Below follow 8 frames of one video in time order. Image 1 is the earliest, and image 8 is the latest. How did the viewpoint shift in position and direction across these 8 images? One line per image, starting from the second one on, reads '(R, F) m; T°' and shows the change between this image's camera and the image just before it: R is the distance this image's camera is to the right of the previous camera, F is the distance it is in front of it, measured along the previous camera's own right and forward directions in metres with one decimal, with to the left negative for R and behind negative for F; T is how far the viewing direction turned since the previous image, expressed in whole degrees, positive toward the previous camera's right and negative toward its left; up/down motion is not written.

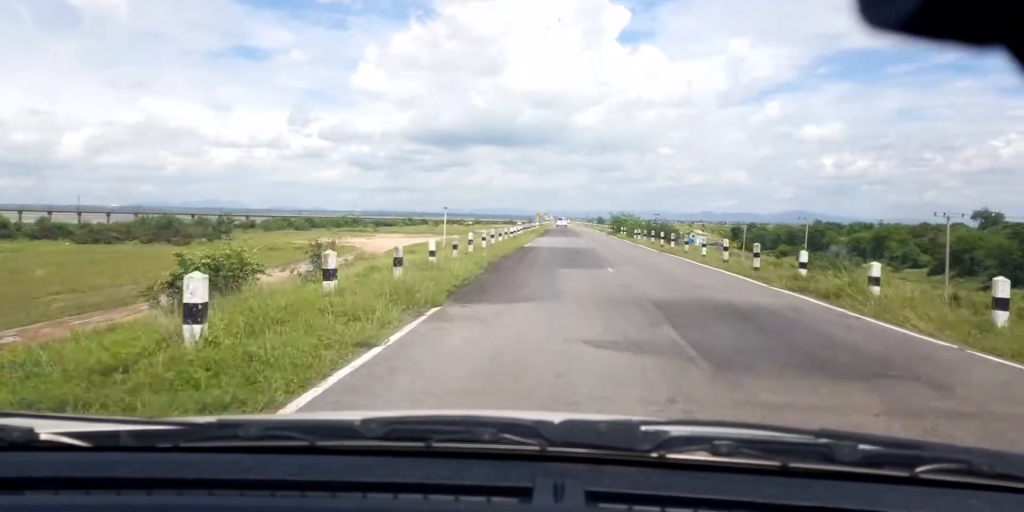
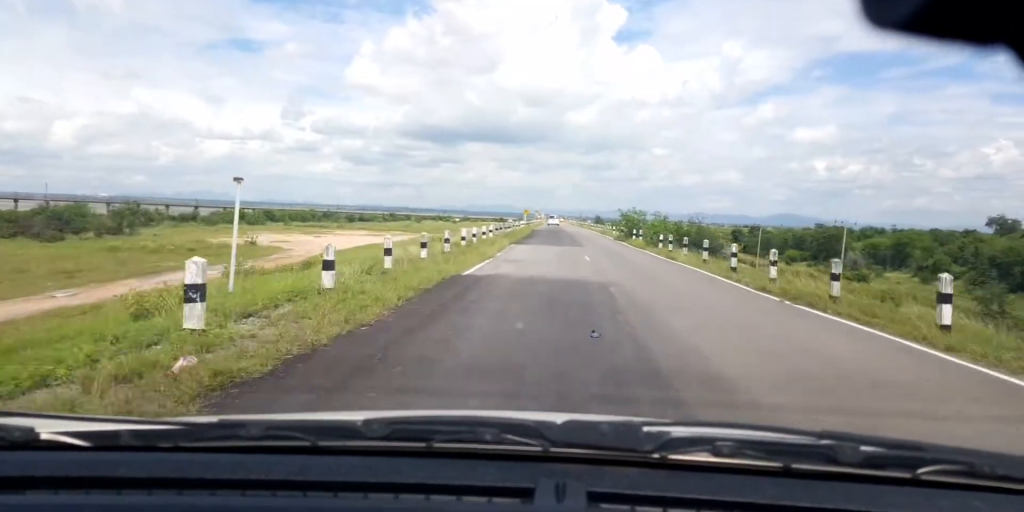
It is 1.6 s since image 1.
(-0.3, +19.9) m; +1°
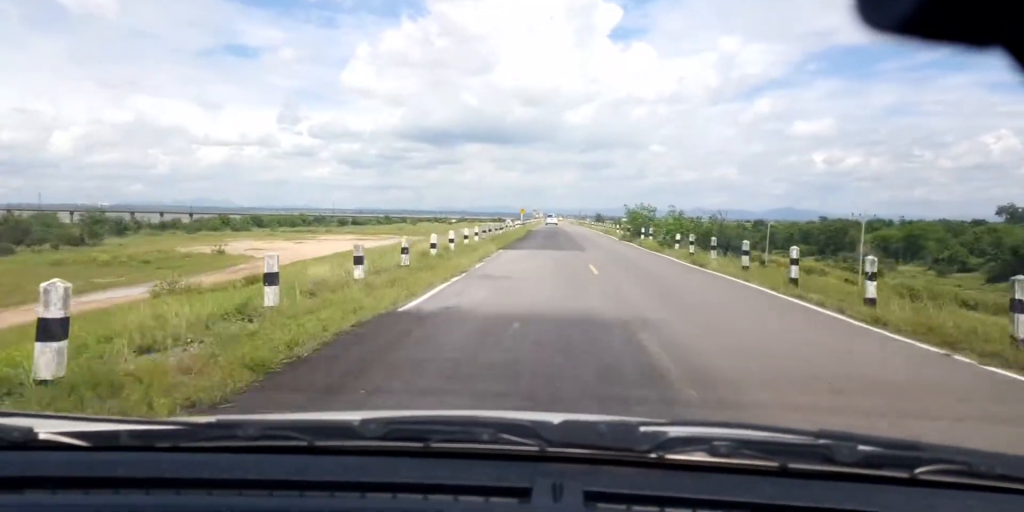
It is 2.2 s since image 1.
(+0.1, +6.5) m; +1°
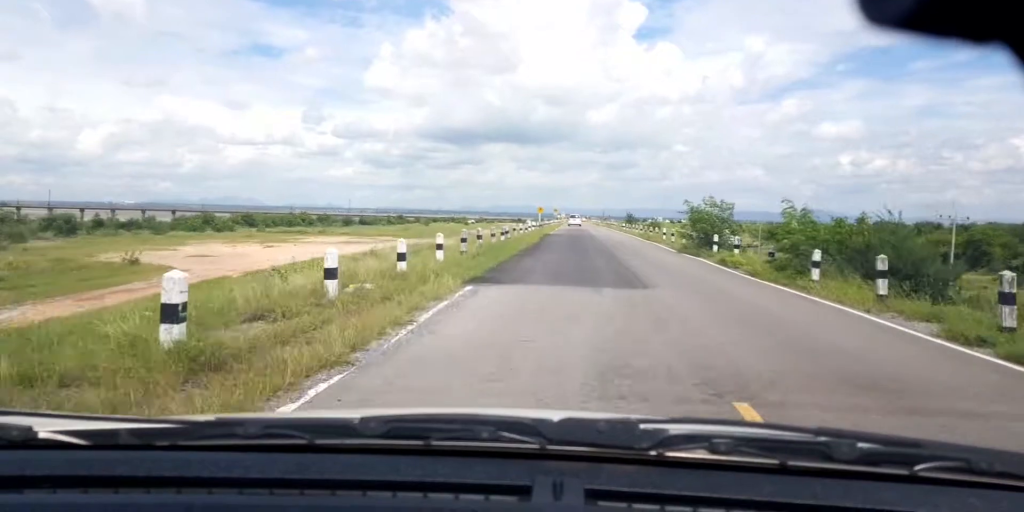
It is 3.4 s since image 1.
(0.0, +14.9) m; 0°
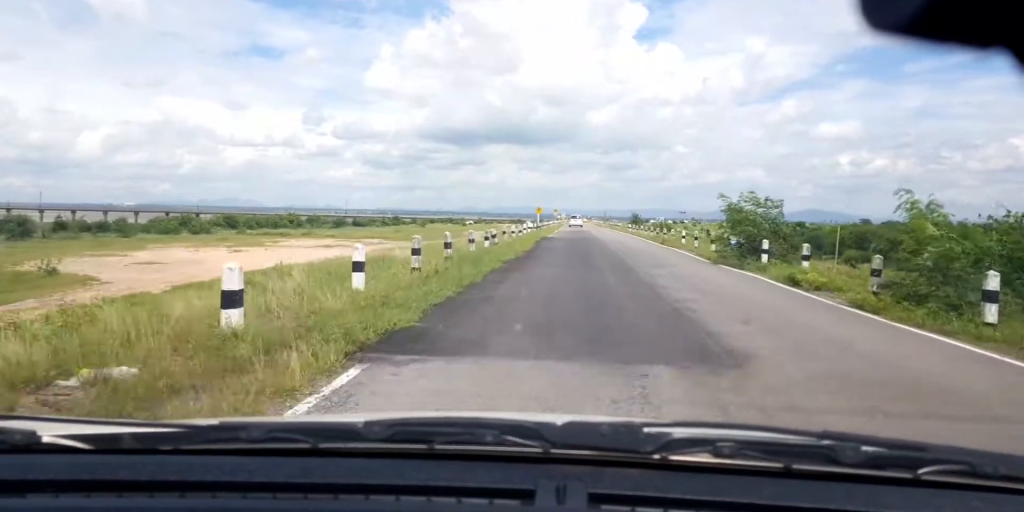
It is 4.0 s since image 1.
(+0.1, +7.2) m; -2°
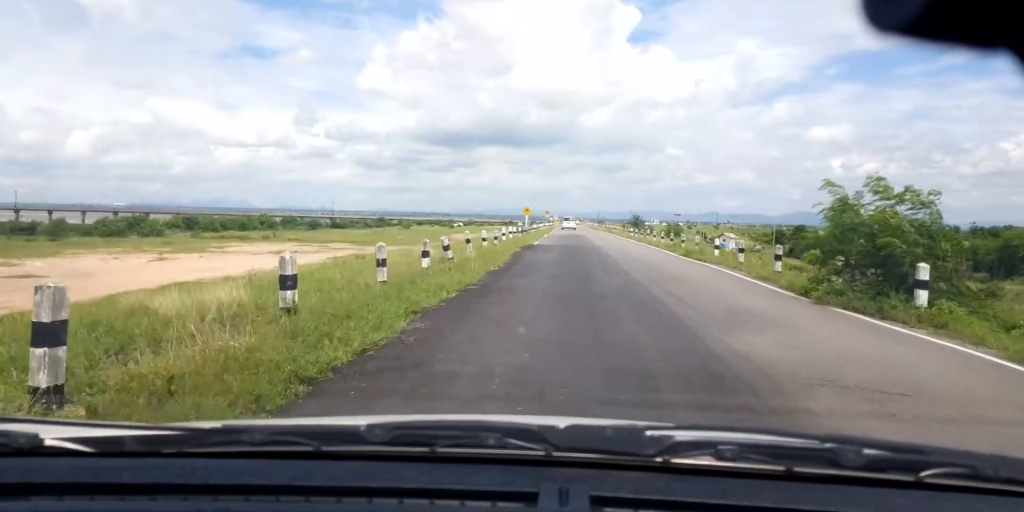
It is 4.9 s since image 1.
(-0.4, +10.5) m; 0°
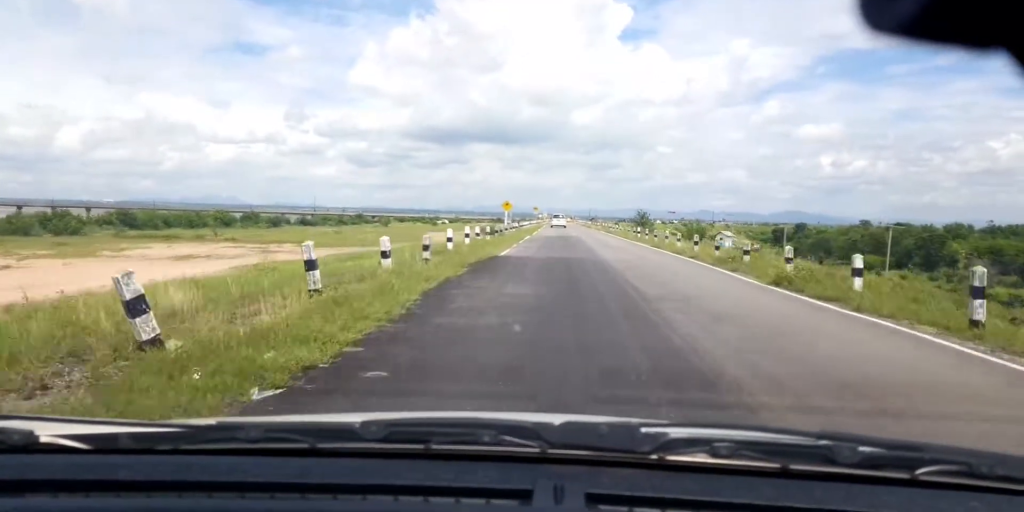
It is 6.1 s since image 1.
(+0.4, +14.7) m; 0°
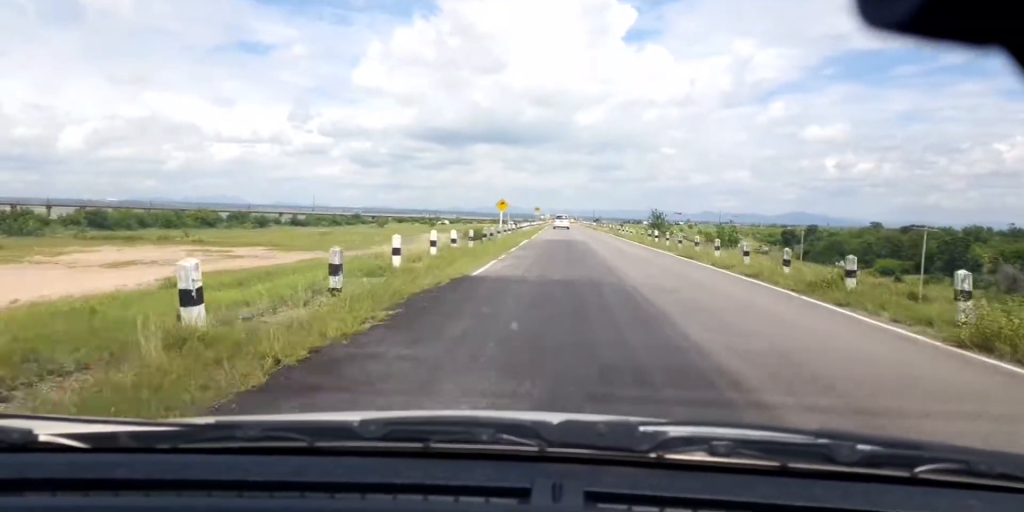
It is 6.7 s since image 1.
(-0.2, +7.7) m; 0°
